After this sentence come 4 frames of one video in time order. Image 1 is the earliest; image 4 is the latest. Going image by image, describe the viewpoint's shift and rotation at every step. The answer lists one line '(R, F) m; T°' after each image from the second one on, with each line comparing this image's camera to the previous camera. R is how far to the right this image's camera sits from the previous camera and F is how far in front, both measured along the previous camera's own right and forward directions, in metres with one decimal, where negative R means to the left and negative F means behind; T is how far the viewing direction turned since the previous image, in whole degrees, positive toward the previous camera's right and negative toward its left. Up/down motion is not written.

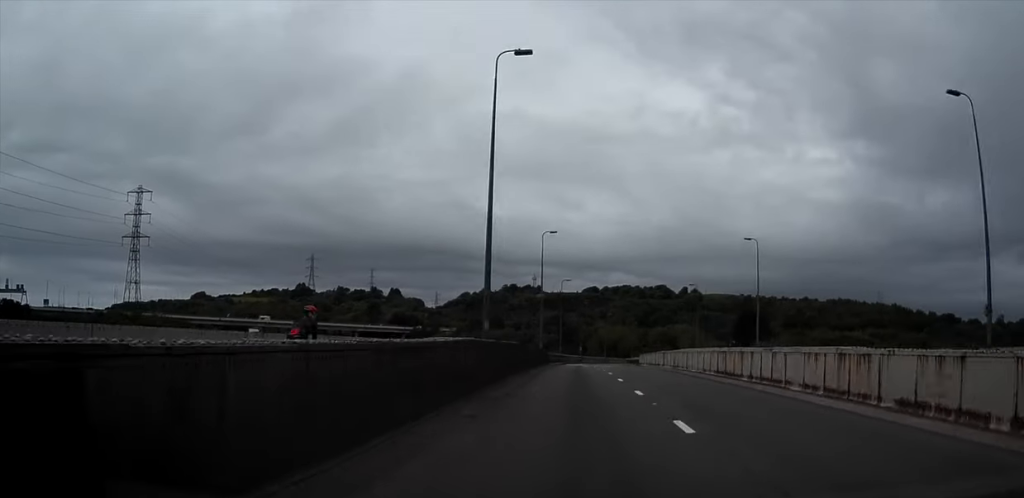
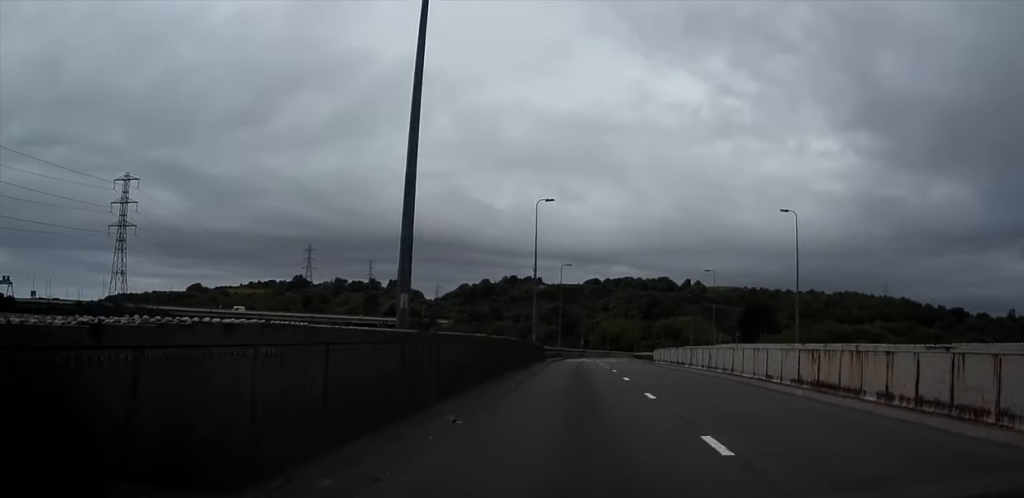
(0.0, +10.7) m; 0°
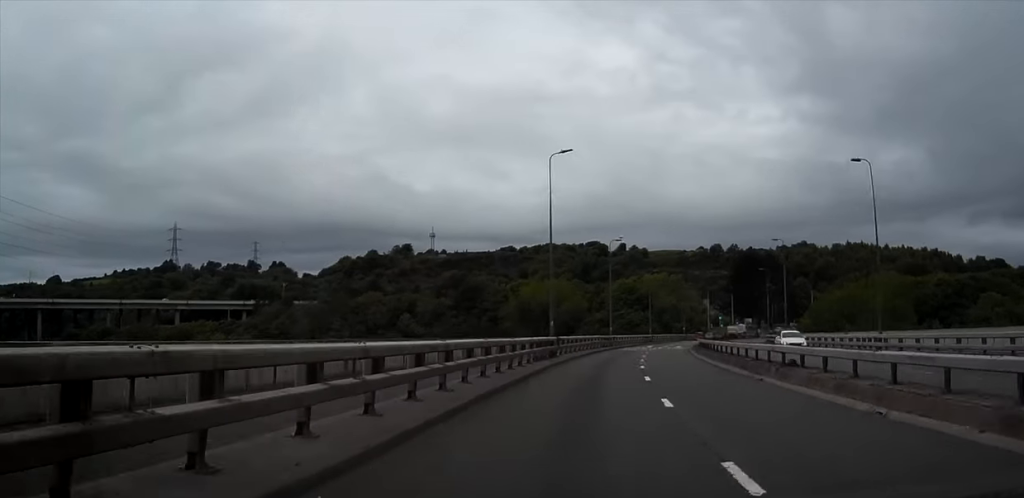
(+4.9, +118.4) m; +8°
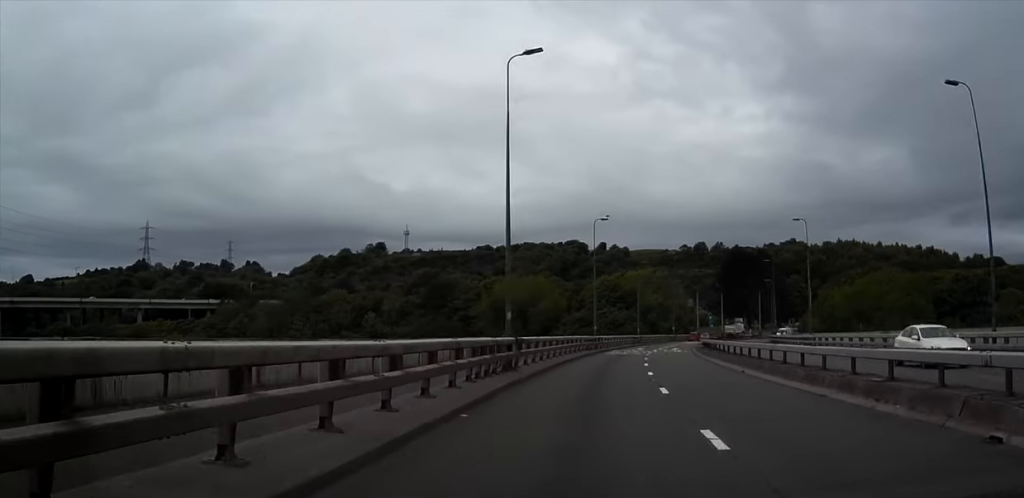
(+0.3, +14.2) m; +1°
